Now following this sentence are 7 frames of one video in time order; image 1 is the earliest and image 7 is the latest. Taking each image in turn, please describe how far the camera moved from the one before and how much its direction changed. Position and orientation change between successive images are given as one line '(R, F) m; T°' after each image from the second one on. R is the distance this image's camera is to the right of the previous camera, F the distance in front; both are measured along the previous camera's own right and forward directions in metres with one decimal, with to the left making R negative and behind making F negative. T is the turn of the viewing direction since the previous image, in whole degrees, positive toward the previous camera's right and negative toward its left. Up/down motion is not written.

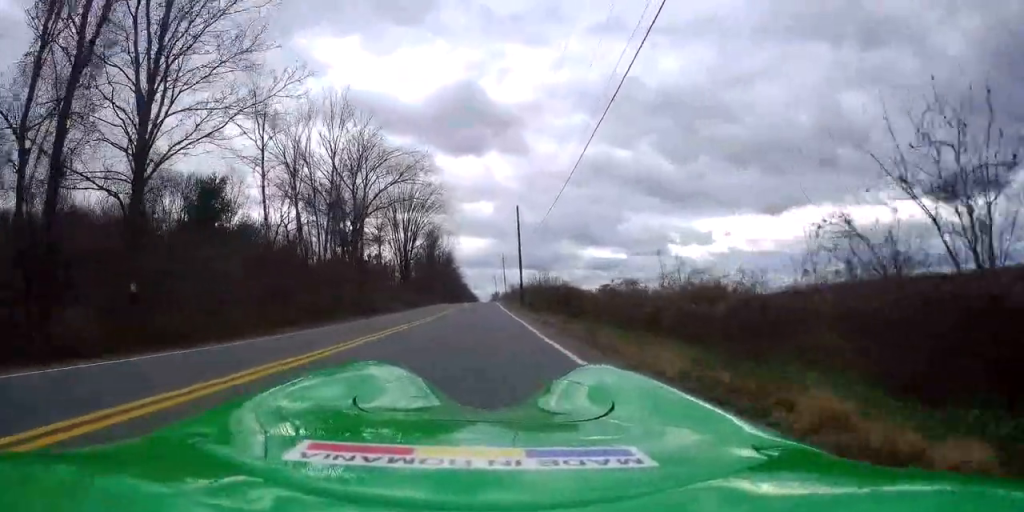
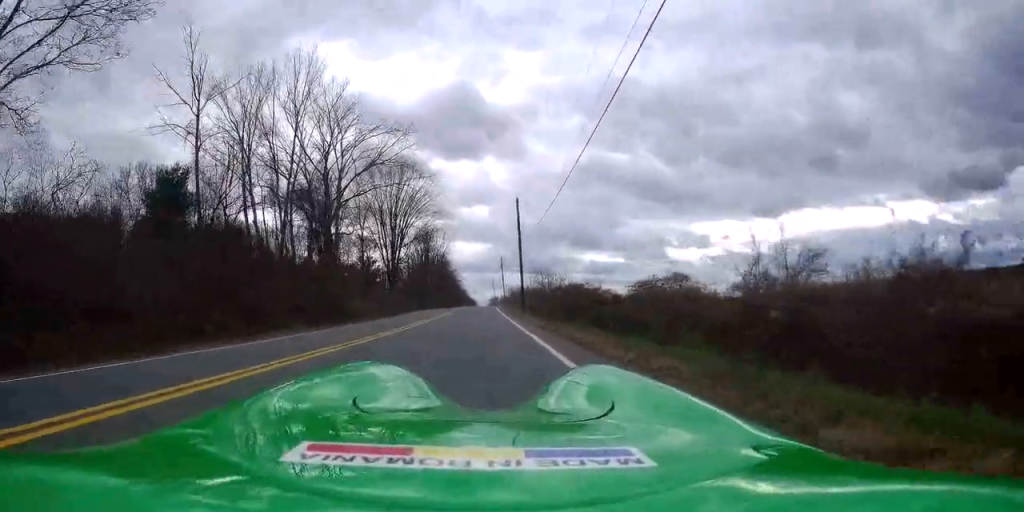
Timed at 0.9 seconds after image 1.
(0.0, +7.2) m; 0°
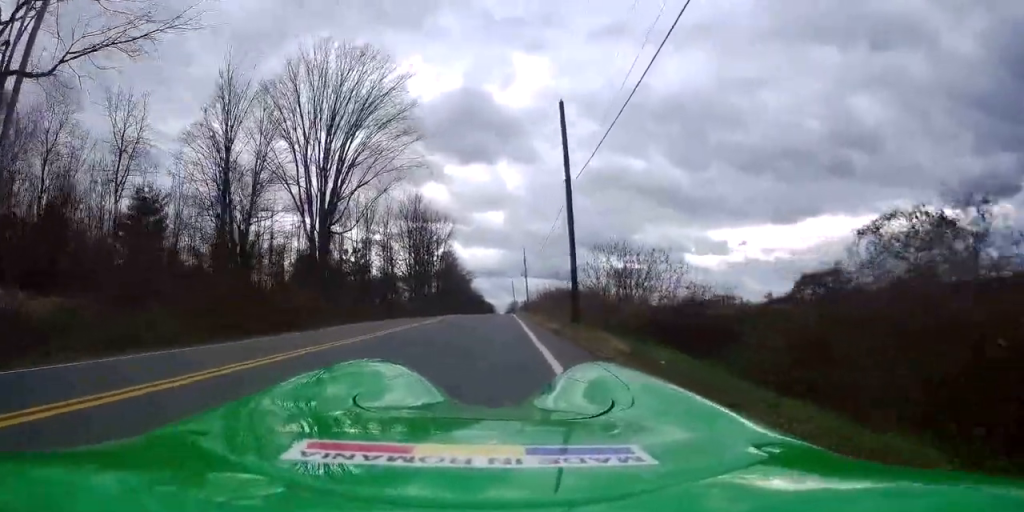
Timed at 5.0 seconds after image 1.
(-0.5, +32.6) m; -2°
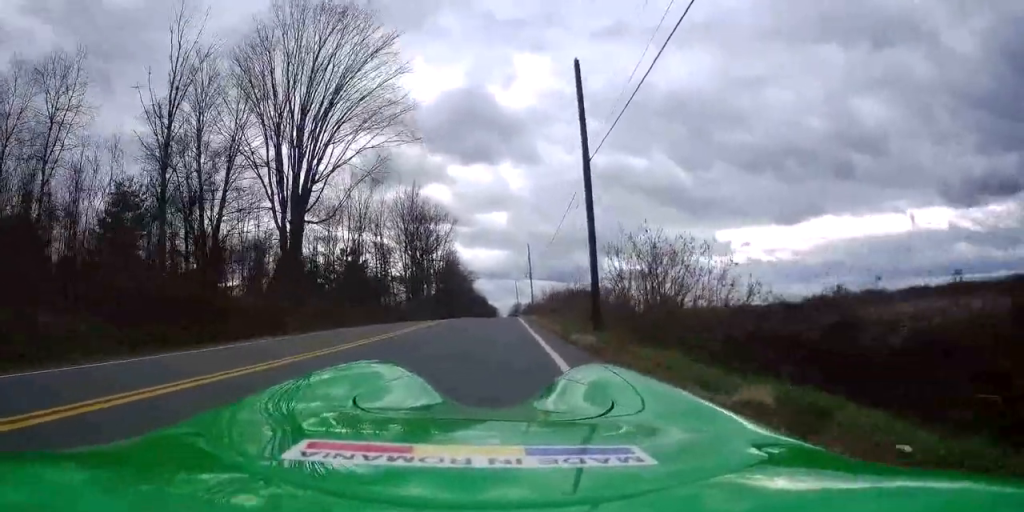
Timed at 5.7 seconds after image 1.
(0.0, +5.2) m; -2°
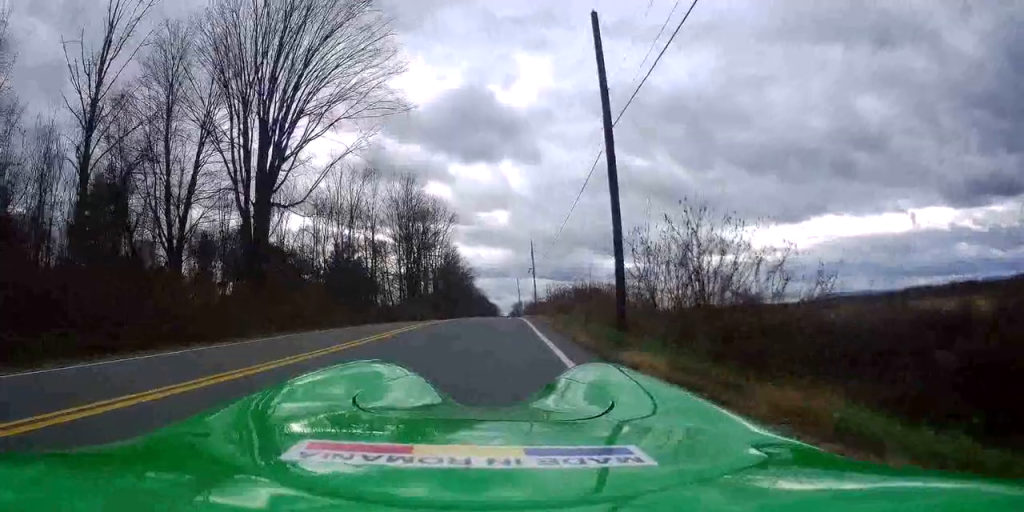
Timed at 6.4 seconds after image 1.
(0.0, +4.8) m; -1°
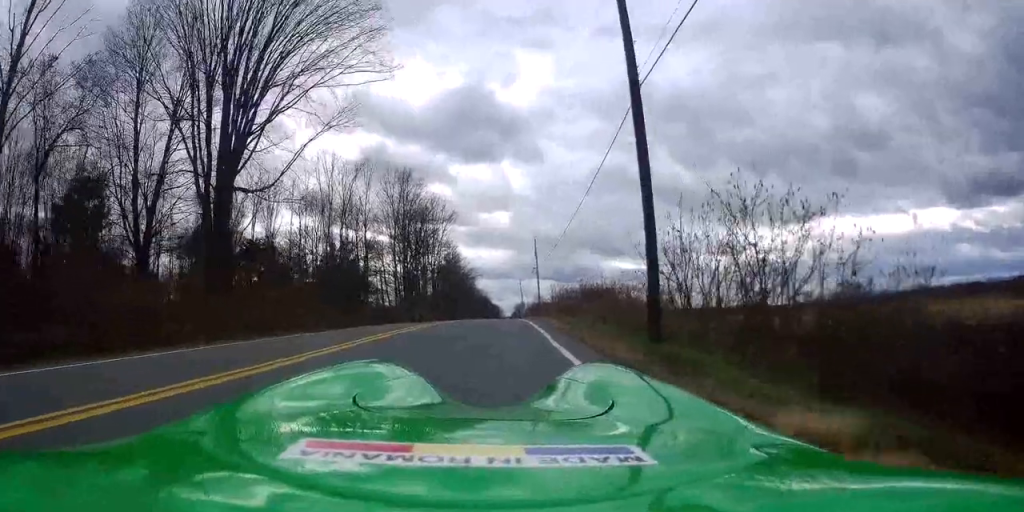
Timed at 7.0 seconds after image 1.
(-0.3, +4.2) m; +1°
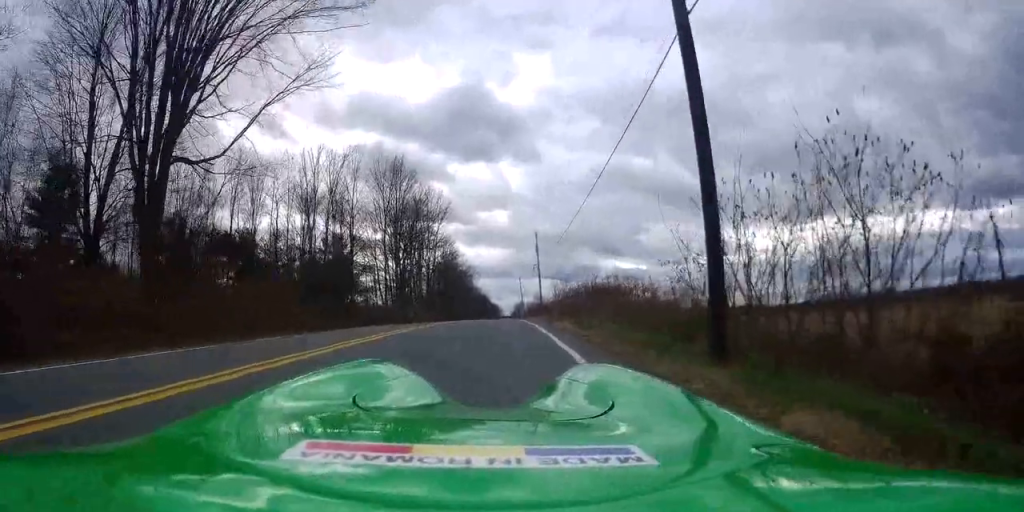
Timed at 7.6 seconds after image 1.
(+0.2, +4.5) m; +2°
